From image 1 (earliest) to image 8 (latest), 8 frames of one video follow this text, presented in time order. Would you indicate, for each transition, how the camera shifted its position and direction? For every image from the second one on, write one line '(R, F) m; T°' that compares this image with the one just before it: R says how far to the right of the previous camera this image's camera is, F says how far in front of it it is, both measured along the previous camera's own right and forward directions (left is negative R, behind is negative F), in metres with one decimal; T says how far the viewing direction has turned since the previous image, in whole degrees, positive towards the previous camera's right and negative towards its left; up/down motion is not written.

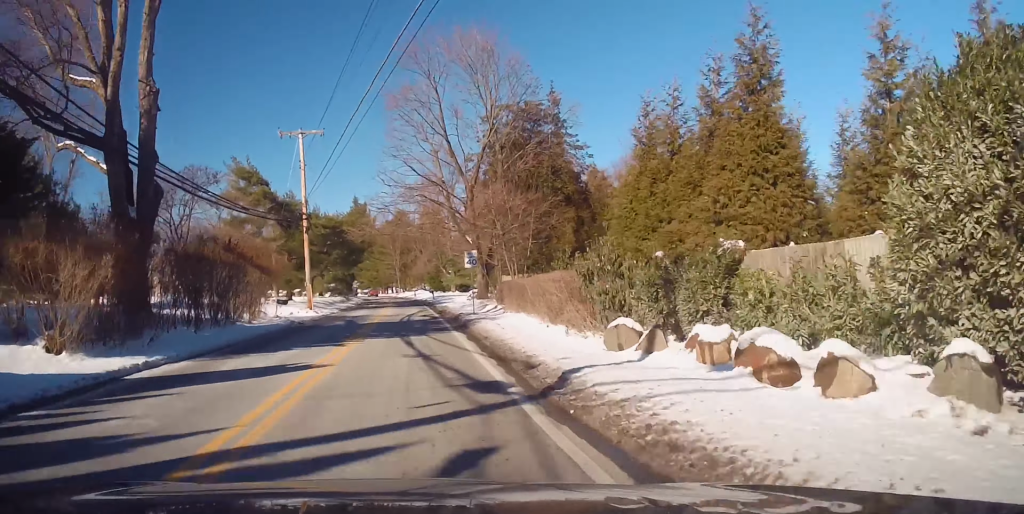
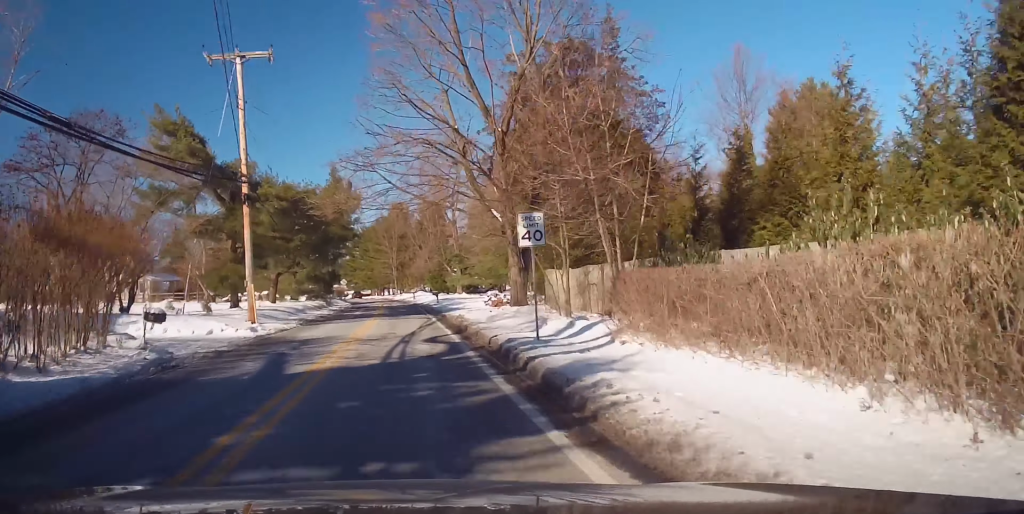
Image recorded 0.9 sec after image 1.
(+0.2, +15.5) m; +1°
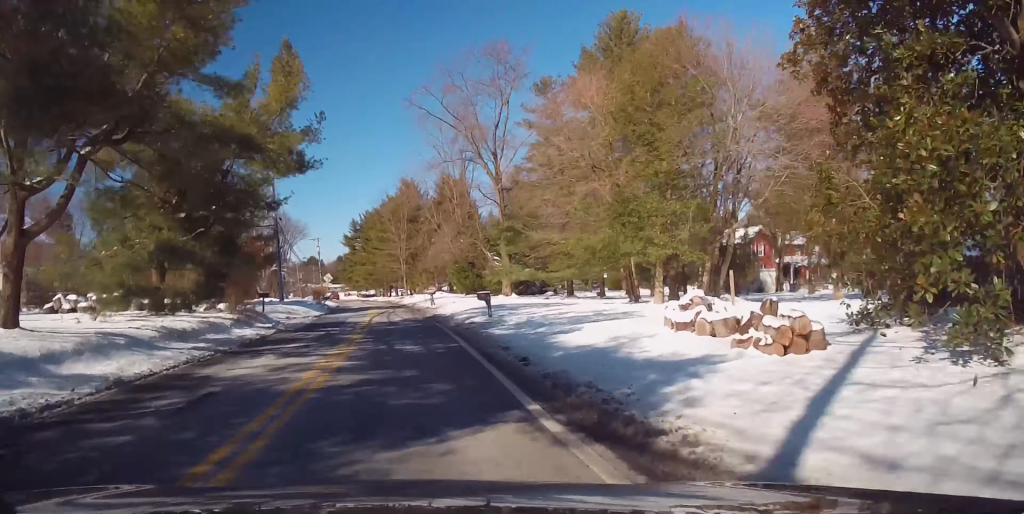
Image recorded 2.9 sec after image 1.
(0.0, +32.2) m; -1°
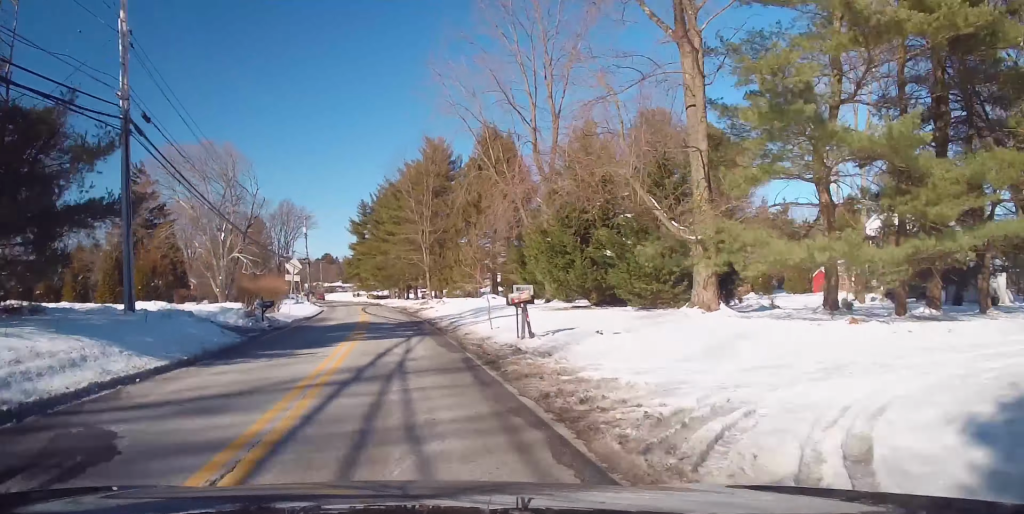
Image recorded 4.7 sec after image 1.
(-0.3, +31.3) m; -2°
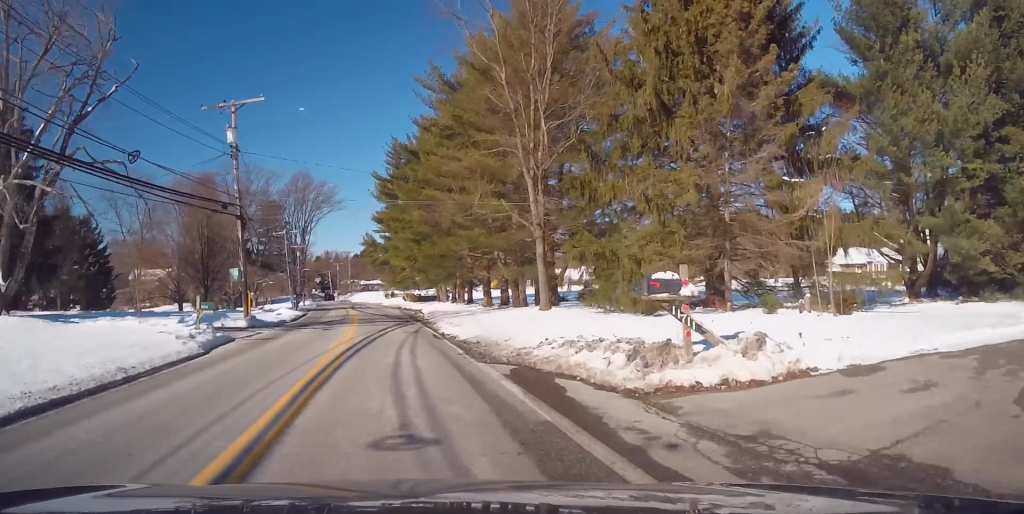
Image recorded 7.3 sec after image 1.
(-1.5, +43.7) m; -4°
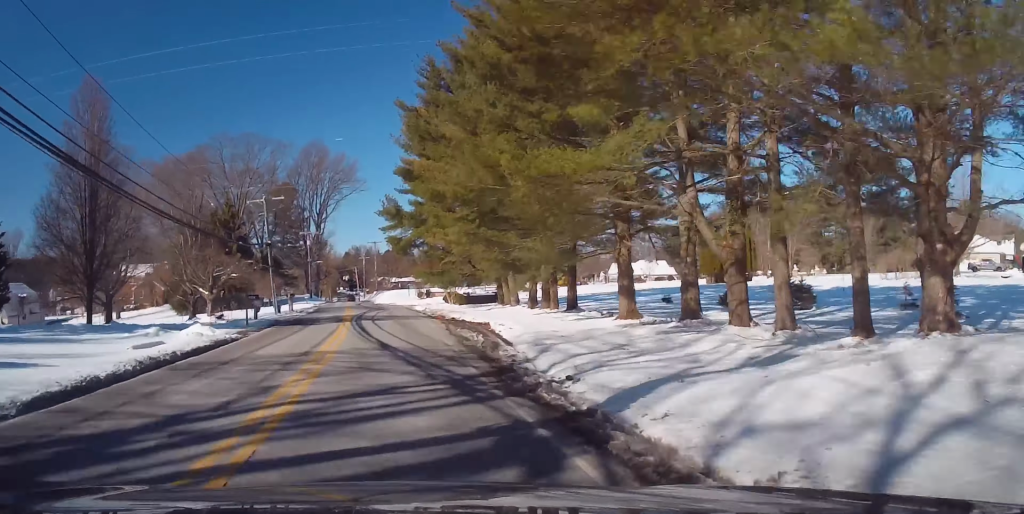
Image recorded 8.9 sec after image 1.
(-0.6, +27.0) m; -3°
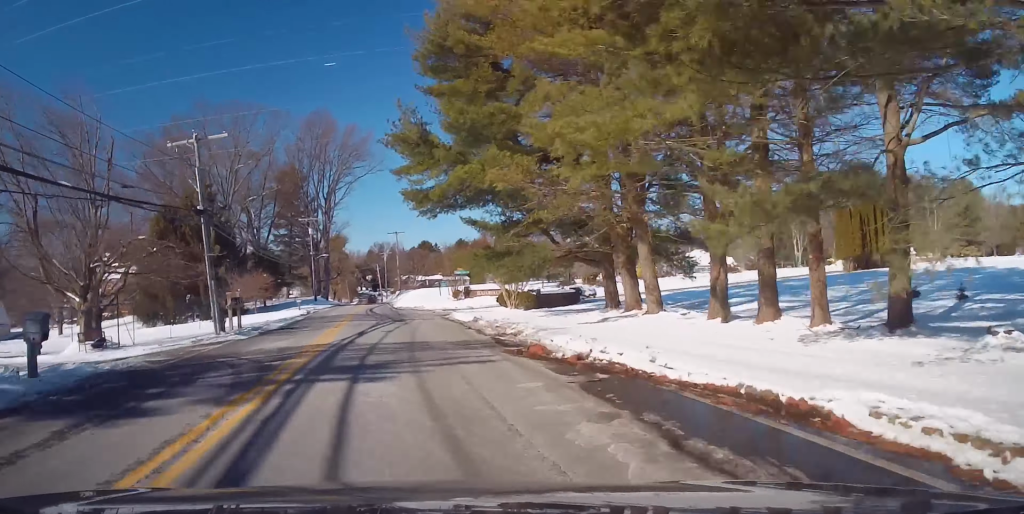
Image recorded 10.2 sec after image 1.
(-0.6, +21.5) m; -2°
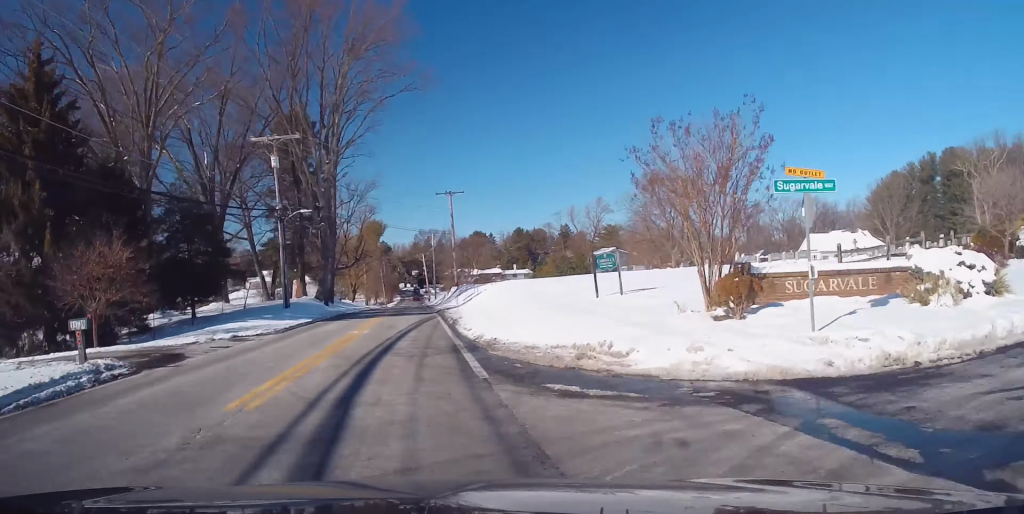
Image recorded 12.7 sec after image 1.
(-0.8, +42.9) m; -2°
